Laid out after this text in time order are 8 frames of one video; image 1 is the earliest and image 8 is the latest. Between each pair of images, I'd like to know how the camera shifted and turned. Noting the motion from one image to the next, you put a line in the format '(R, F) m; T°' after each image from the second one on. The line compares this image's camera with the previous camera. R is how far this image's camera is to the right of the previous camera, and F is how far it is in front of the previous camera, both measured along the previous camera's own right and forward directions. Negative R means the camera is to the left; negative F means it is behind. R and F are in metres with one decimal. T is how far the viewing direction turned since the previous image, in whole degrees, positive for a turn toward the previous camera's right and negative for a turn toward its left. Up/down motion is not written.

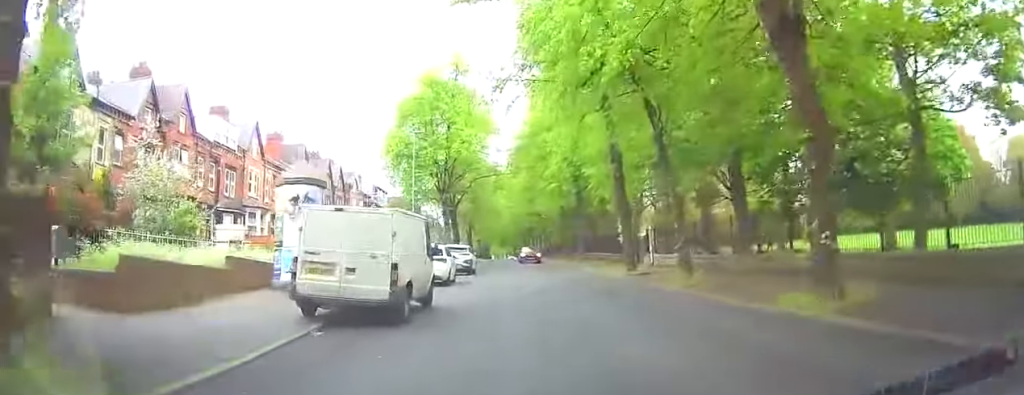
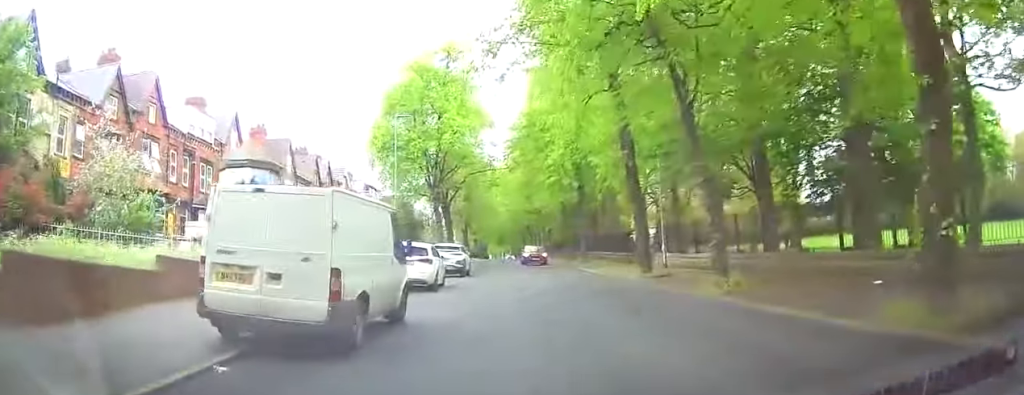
(-0.2, +3.7) m; -2°
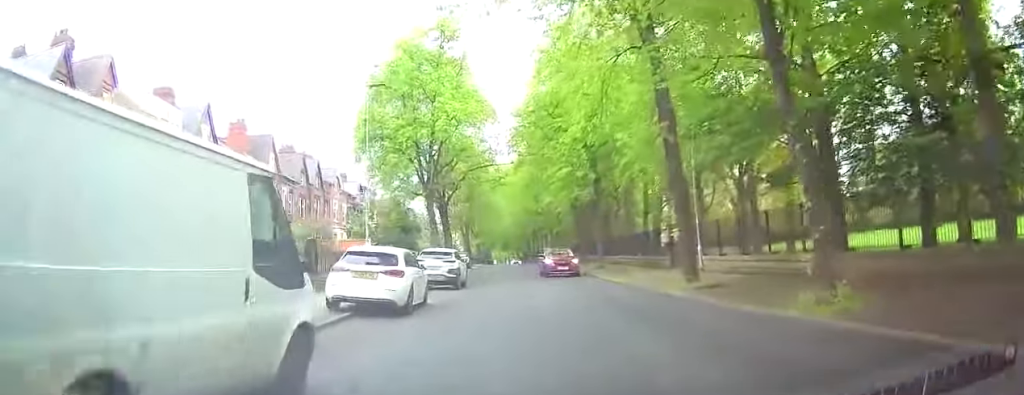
(-0.1, +5.4) m; -5°
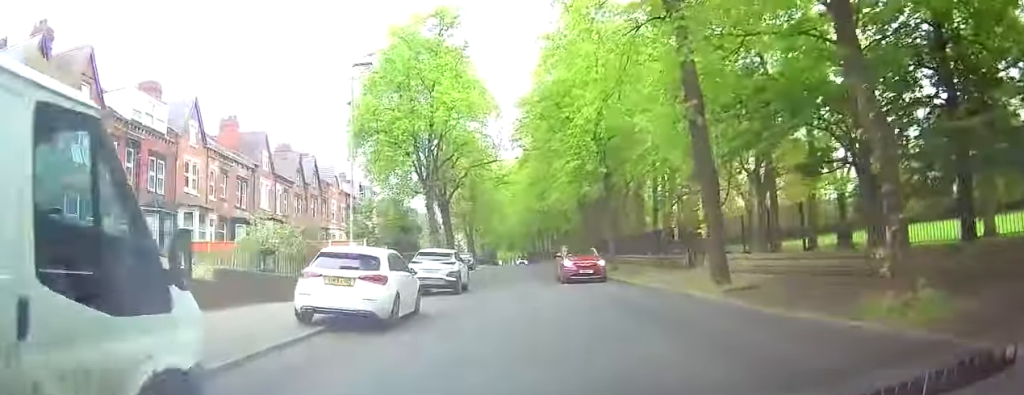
(-0.1, +2.1) m; -1°
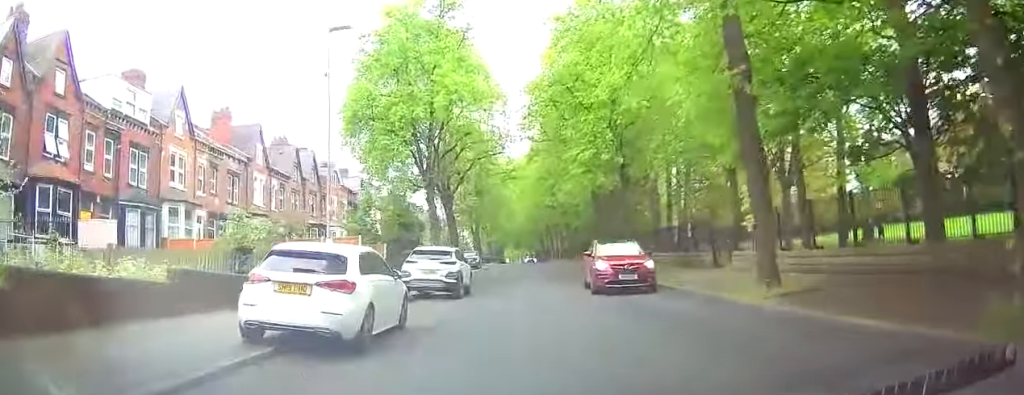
(-0.3, +2.4) m; 0°
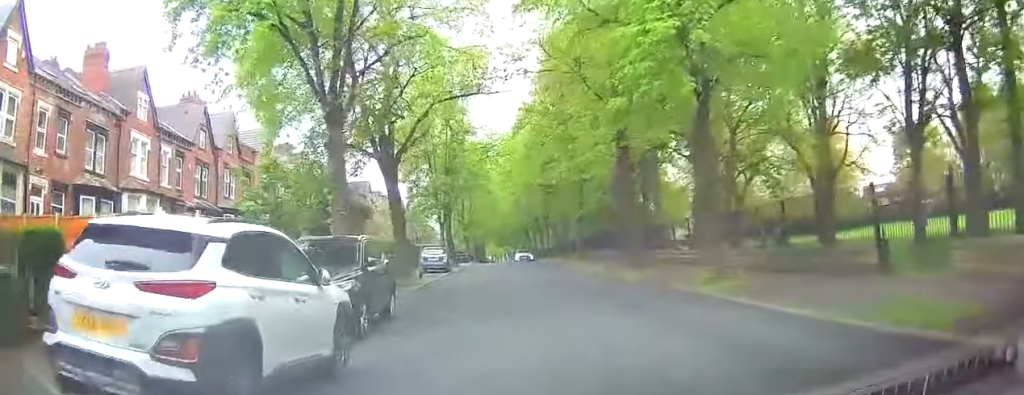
(+0.2, +16.3) m; +1°
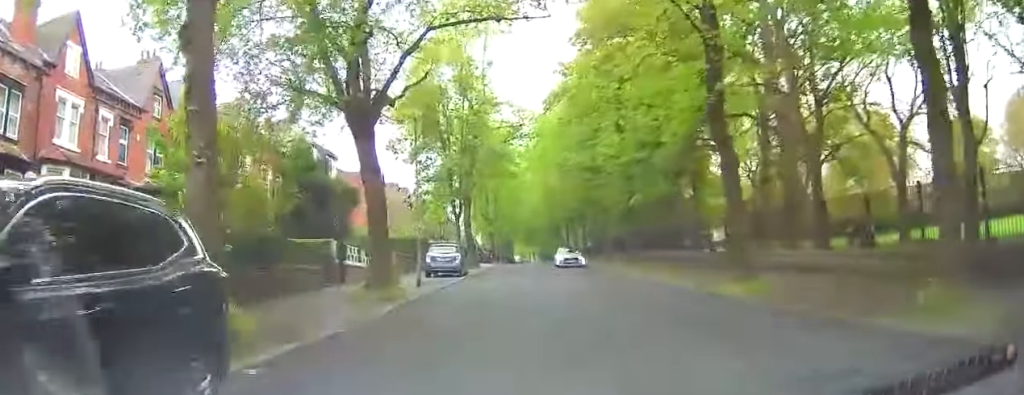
(+0.1, +8.8) m; -1°
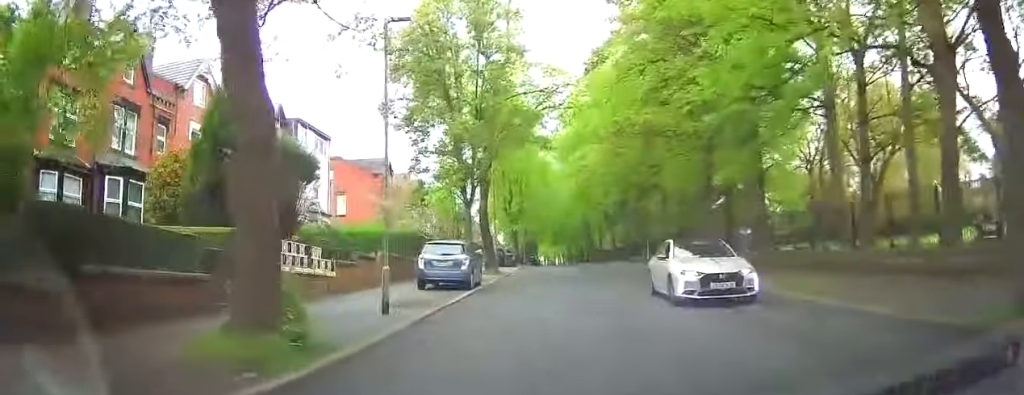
(+0.1, +9.7) m; +1°
